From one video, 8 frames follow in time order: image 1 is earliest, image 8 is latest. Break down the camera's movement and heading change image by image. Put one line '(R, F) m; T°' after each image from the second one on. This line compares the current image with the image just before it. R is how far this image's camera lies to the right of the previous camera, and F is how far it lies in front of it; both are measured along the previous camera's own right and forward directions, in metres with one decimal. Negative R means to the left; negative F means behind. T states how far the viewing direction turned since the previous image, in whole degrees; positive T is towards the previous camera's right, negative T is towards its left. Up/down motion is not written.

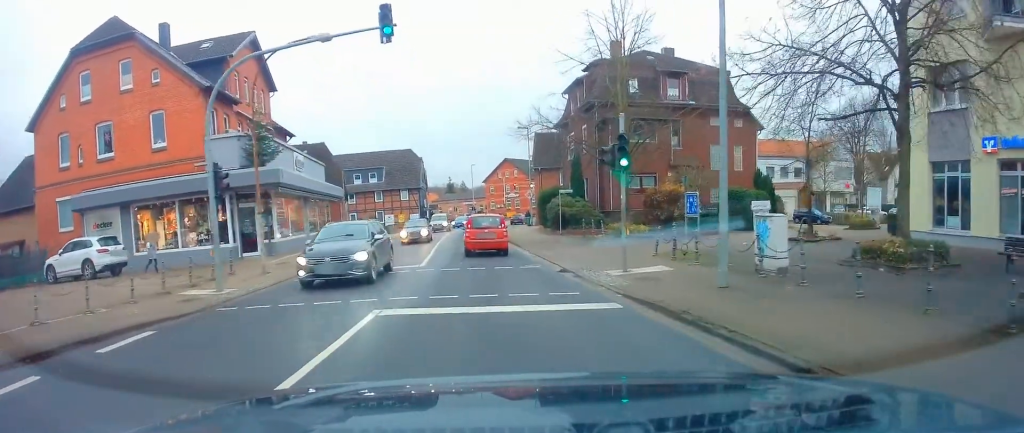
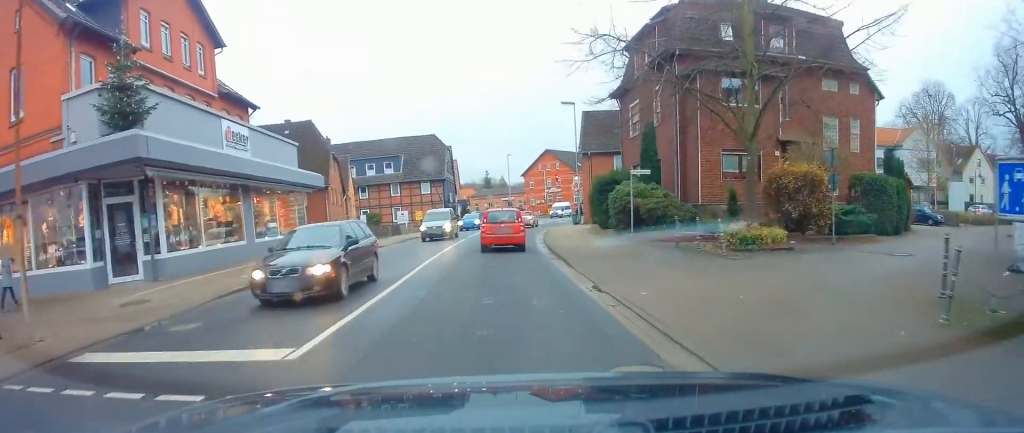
(-0.3, +11.4) m; -3°
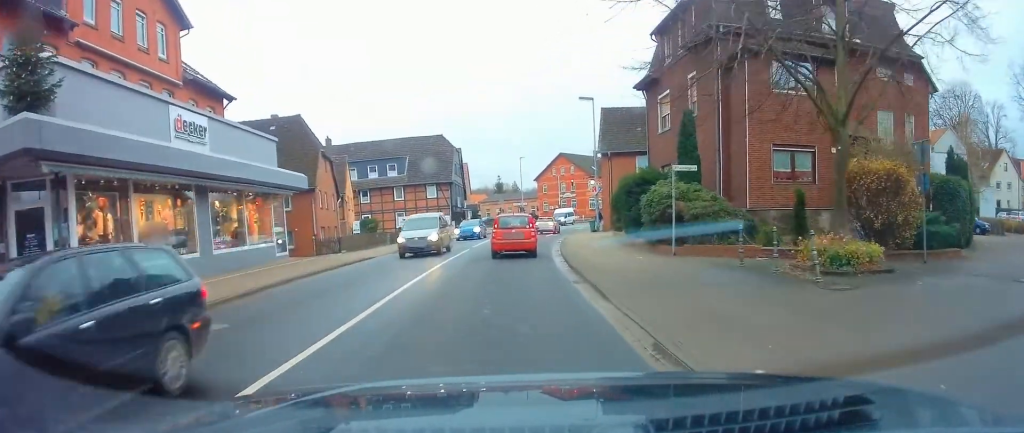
(0.0, +4.2) m; -1°
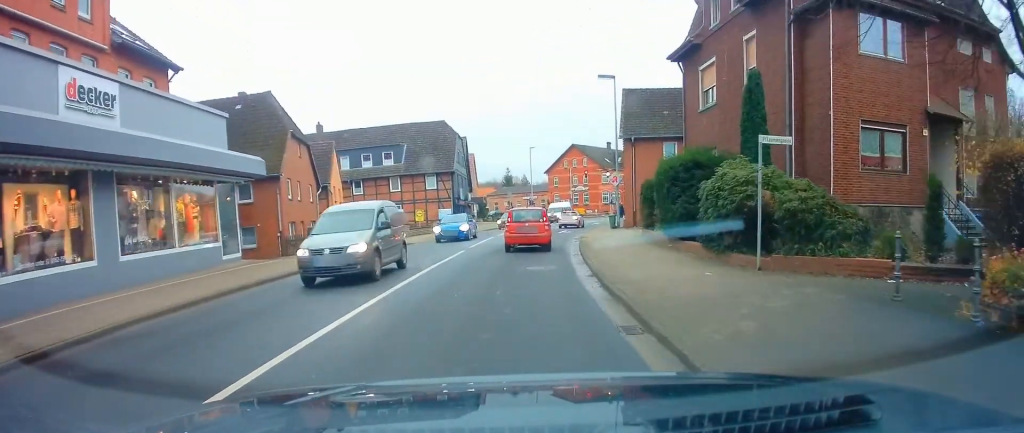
(-0.1, +5.6) m; -2°
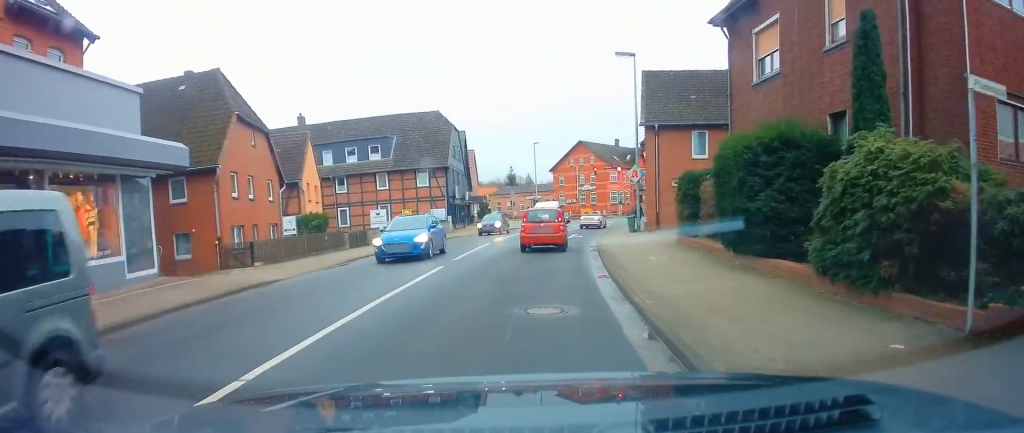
(-0.1, +5.7) m; -1°
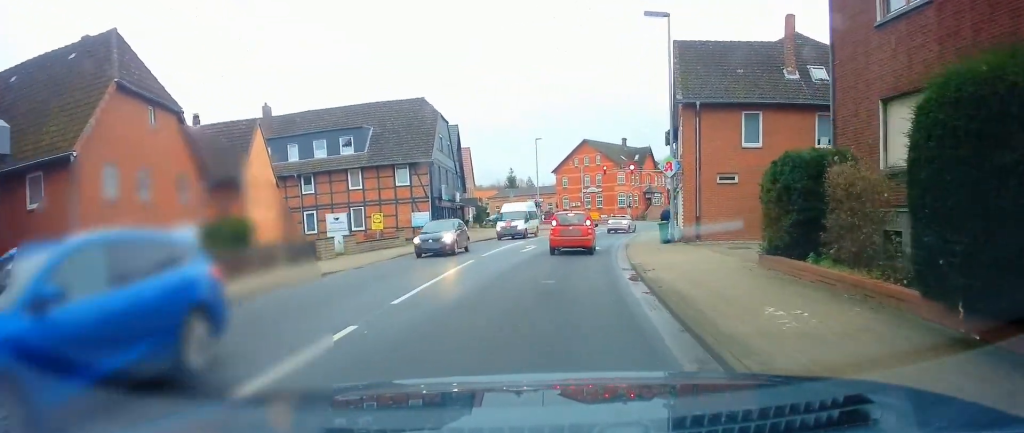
(0.0, +7.5) m; +1°
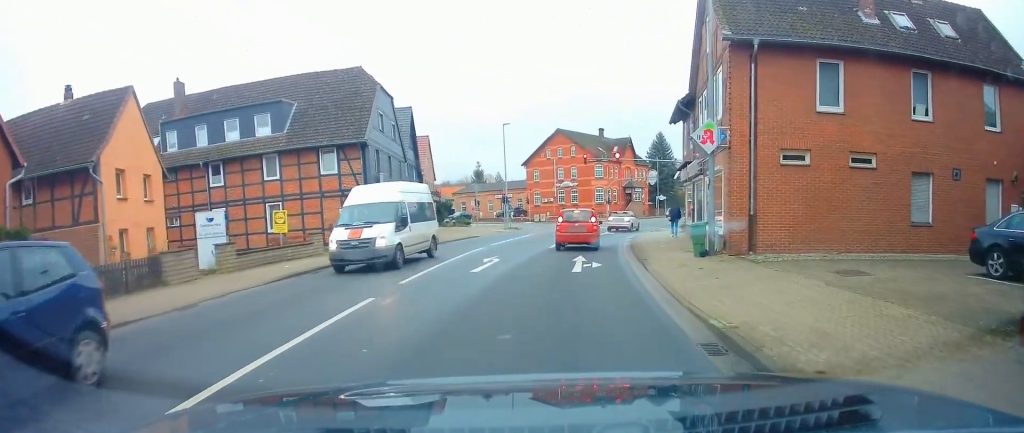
(+0.3, +8.7) m; +3°
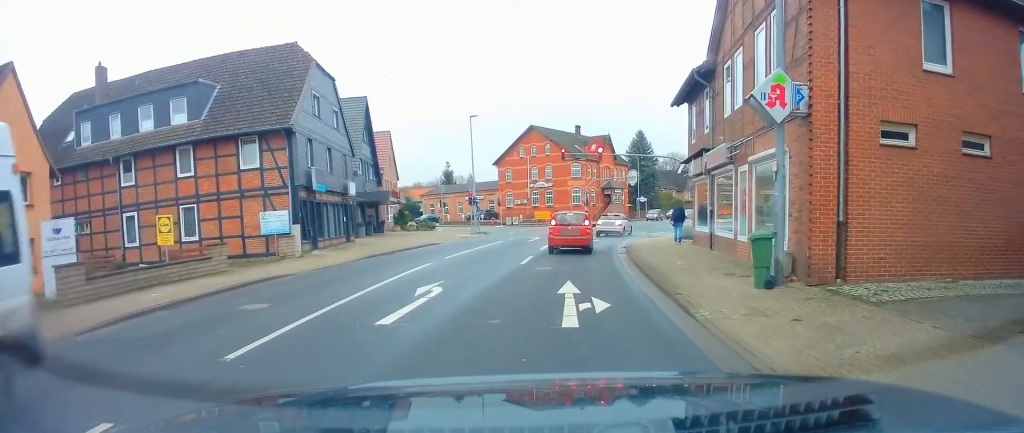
(0.0, +6.0) m; +1°
